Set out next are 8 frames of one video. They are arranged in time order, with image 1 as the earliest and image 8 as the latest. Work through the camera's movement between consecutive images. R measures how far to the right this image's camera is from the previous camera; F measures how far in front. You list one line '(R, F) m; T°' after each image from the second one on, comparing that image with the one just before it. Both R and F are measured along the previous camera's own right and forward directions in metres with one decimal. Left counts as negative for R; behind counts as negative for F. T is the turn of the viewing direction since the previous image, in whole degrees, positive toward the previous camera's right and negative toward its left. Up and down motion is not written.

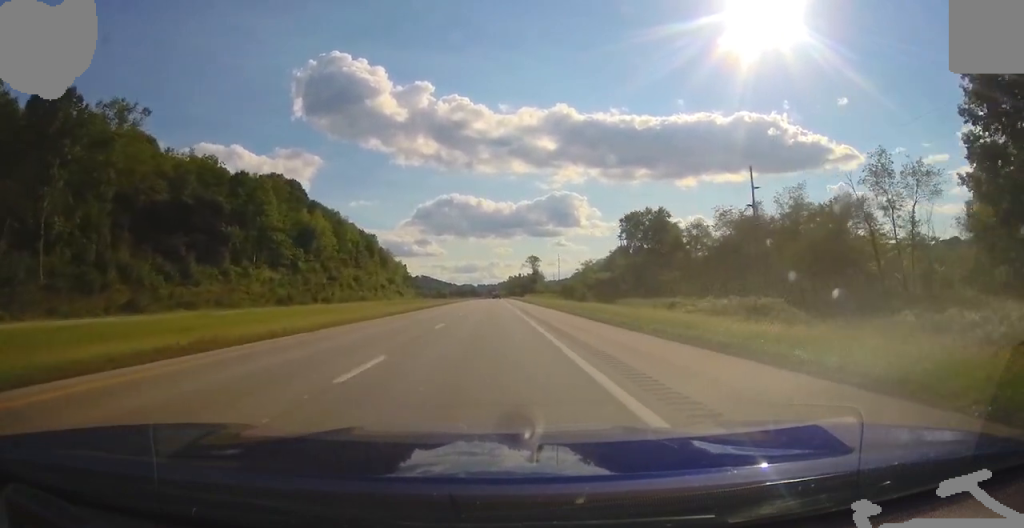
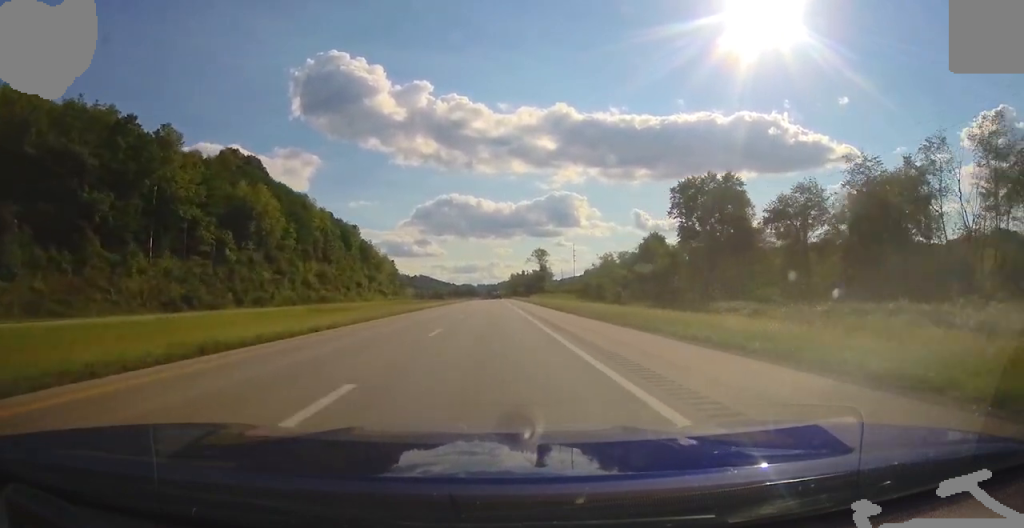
(-0.1, +40.0) m; 0°
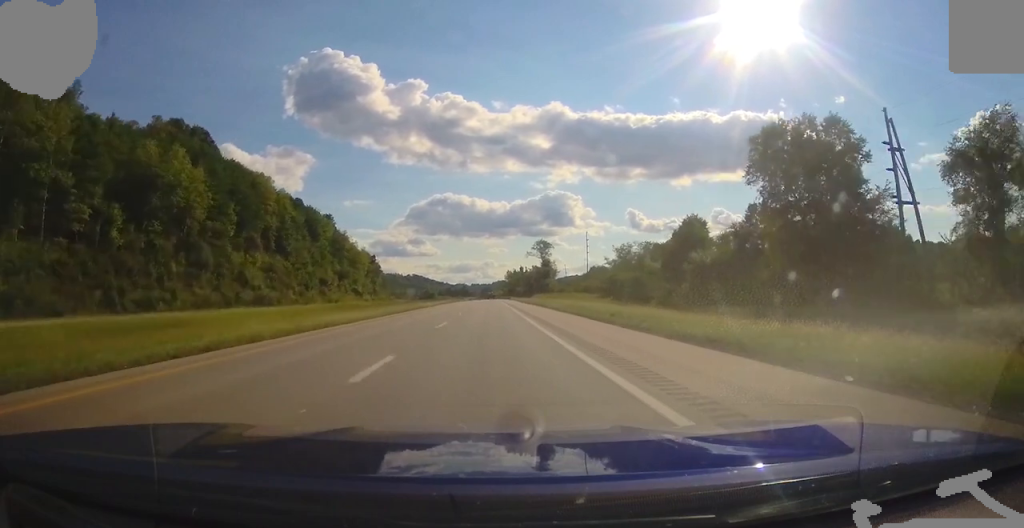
(+0.1, +33.1) m; 0°
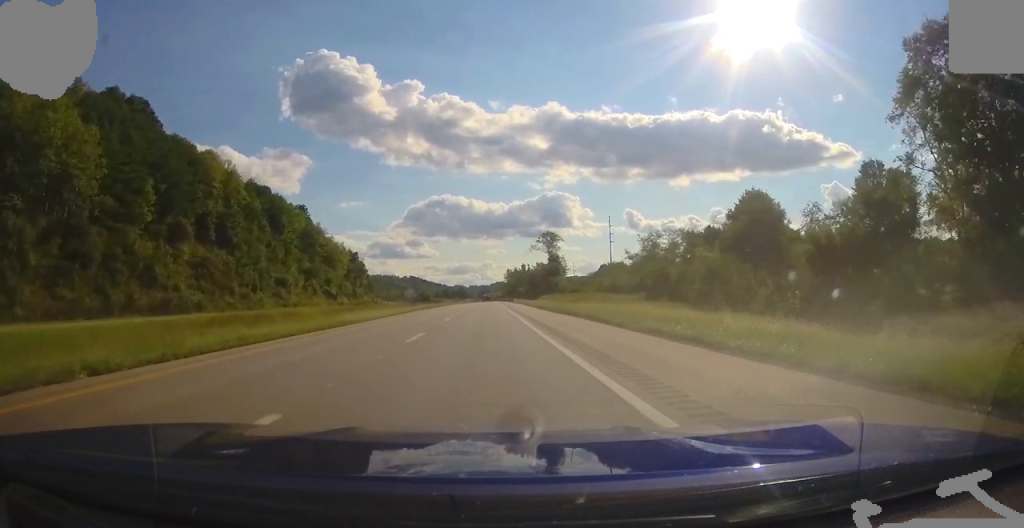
(0.0, +29.9) m; 0°
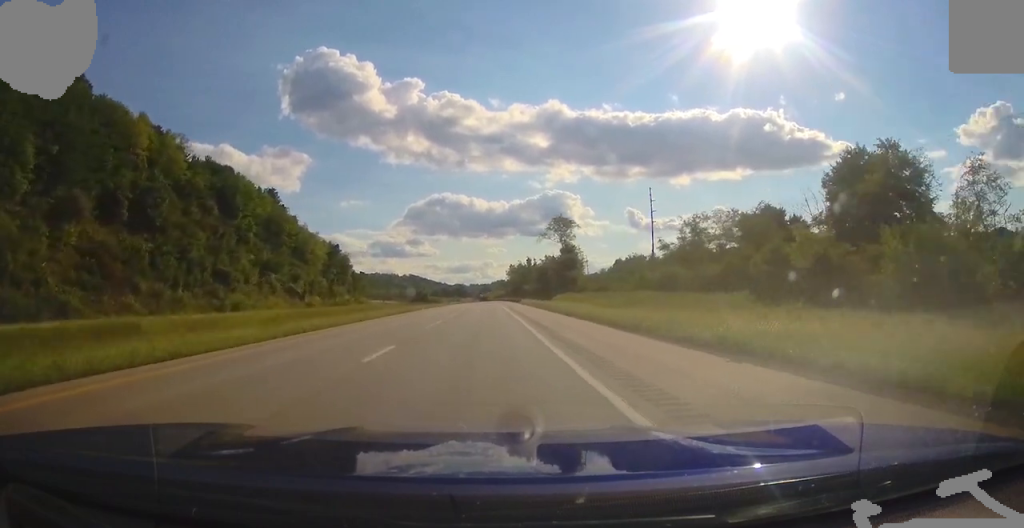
(+0.1, +28.9) m; 0°
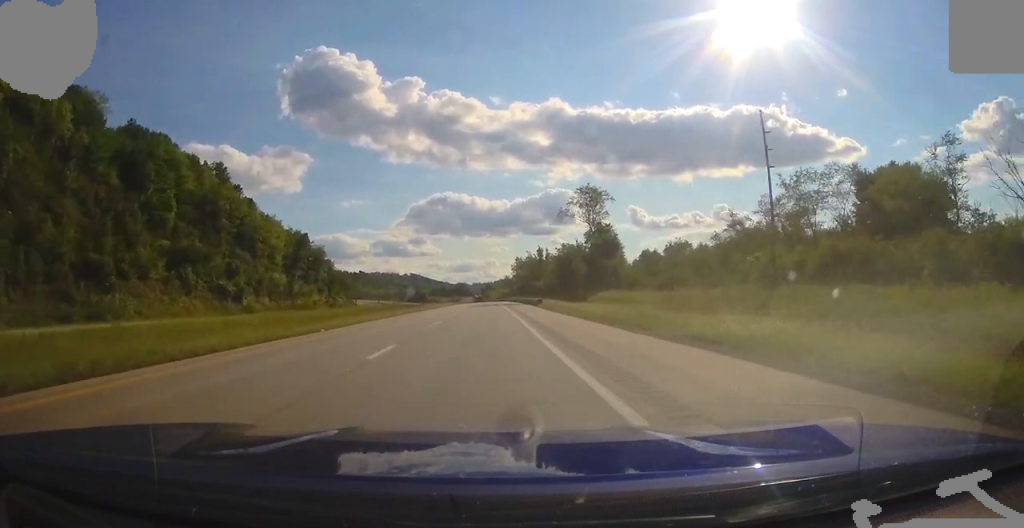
(-0.2, +36.0) m; 0°
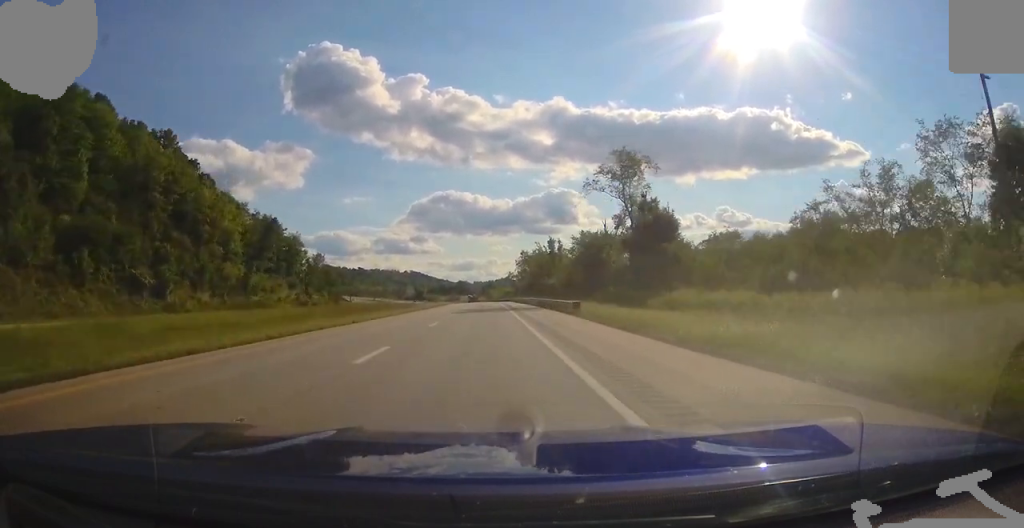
(0.0, +25.5) m; 0°
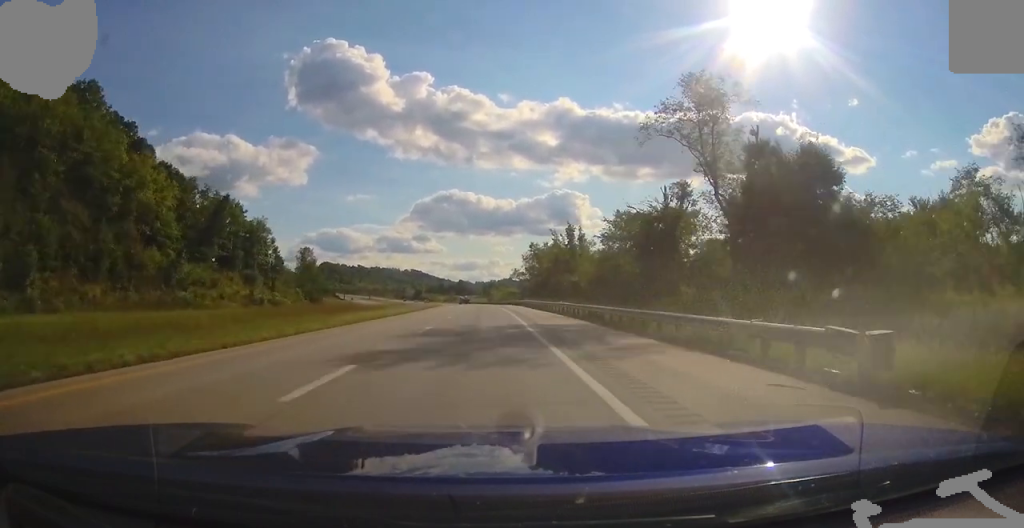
(+0.1, +27.8) m; 0°
